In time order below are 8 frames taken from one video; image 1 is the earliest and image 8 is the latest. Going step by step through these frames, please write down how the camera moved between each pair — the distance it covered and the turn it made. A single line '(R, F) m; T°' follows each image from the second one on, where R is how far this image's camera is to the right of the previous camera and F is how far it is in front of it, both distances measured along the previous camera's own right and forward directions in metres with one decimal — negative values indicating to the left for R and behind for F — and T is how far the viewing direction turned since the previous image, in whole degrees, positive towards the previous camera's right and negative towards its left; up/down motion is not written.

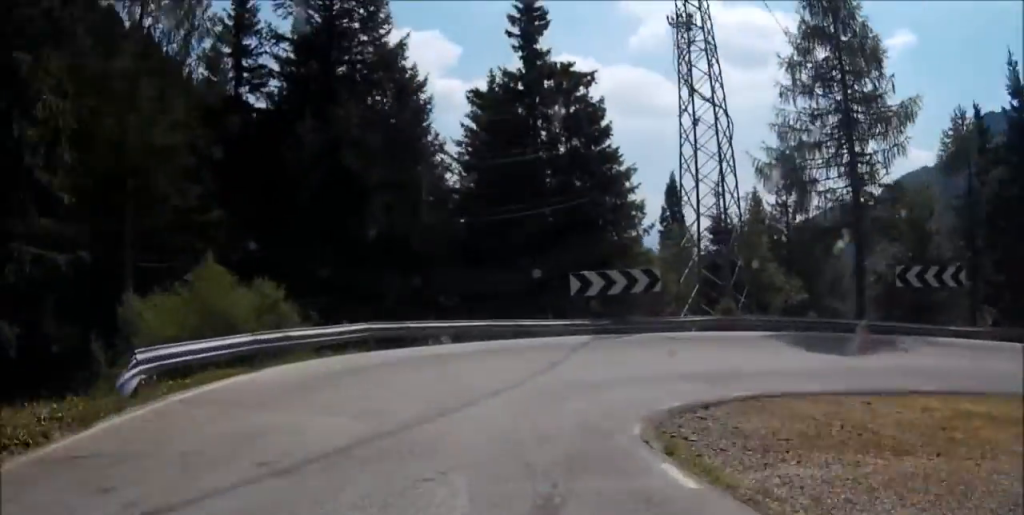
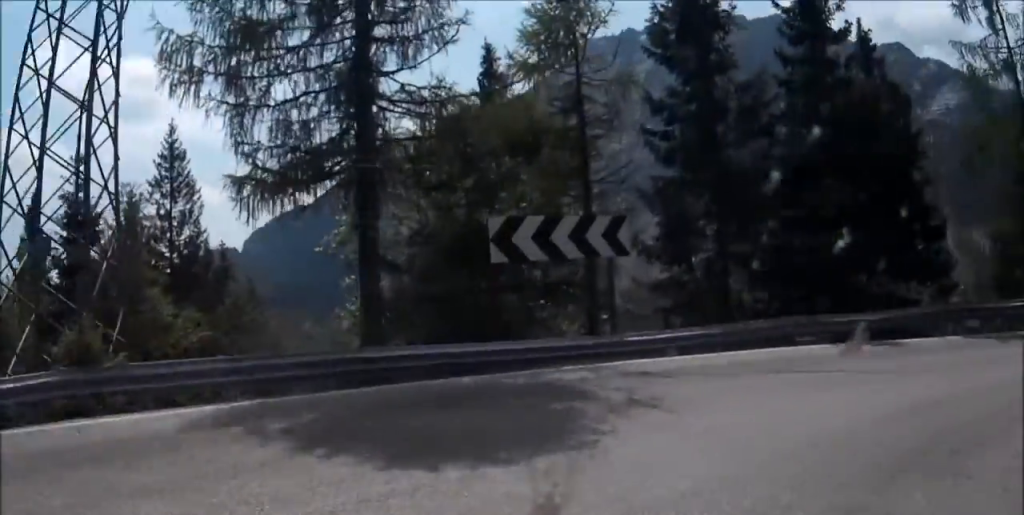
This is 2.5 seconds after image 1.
(+4.5, +8.1) m; +86°
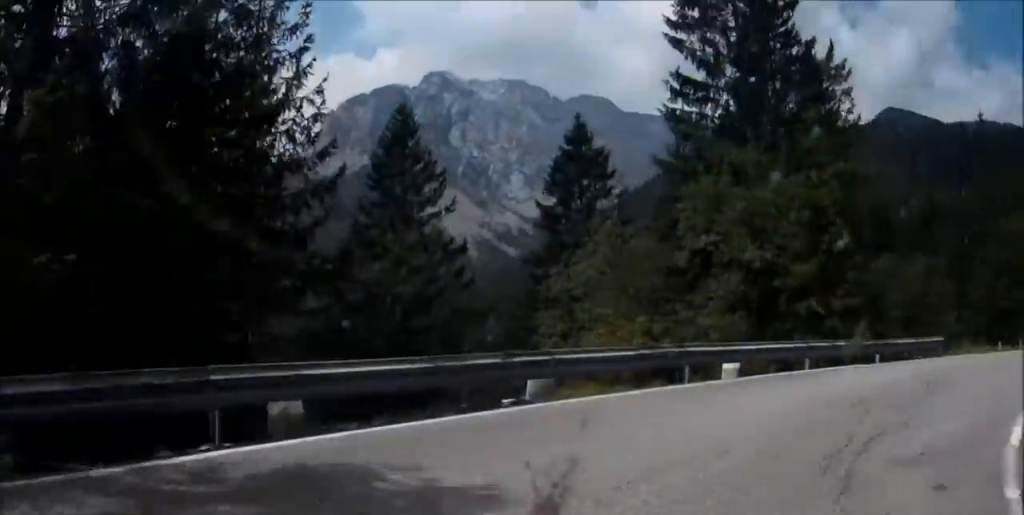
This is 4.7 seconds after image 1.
(+8.7, +8.2) m; +63°
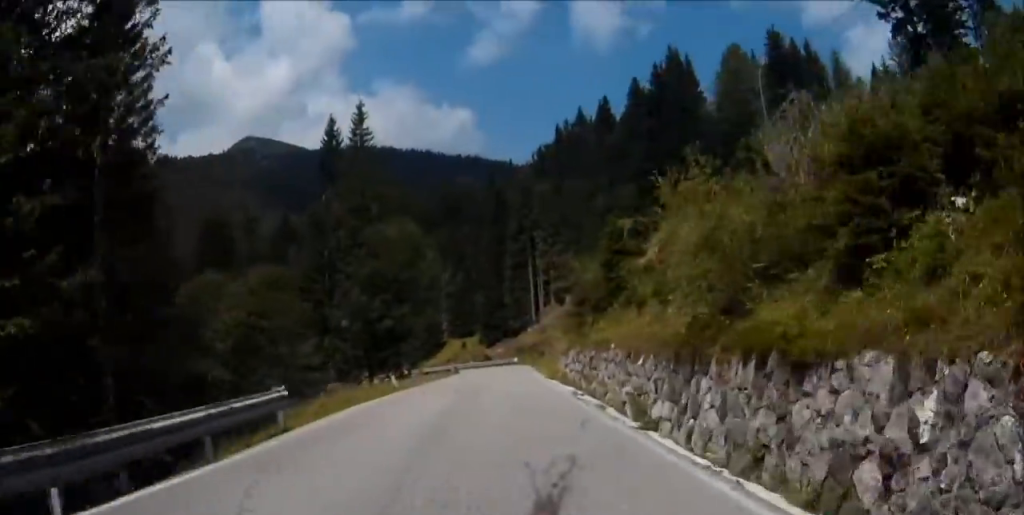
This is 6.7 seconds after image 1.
(+3.1, +13.6) m; +14°
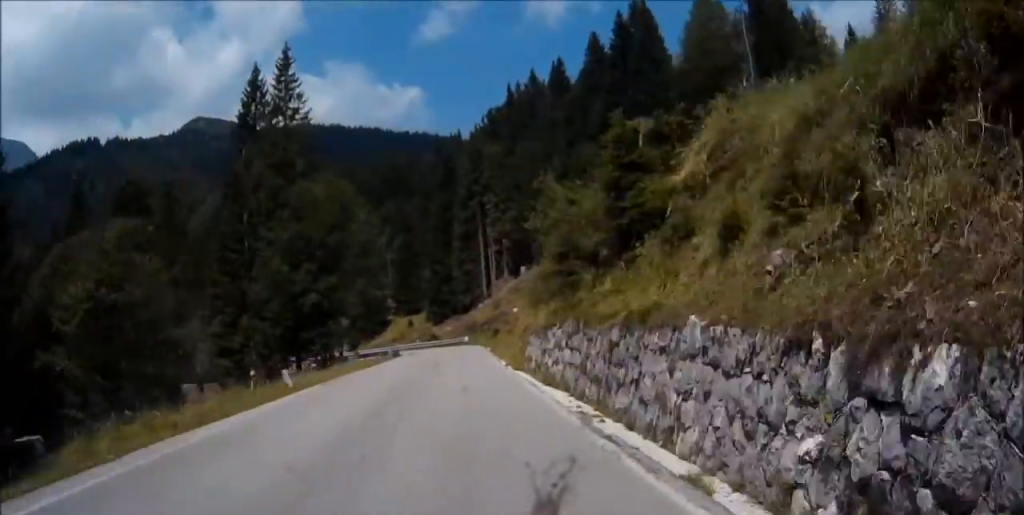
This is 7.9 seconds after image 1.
(+0.3, +8.6) m; +2°
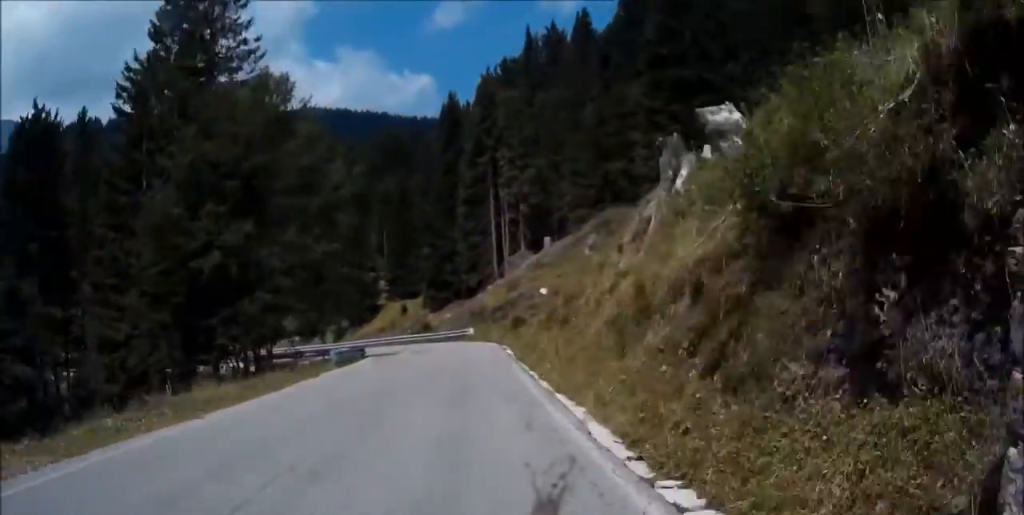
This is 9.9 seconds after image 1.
(0.0, +16.1) m; 0°
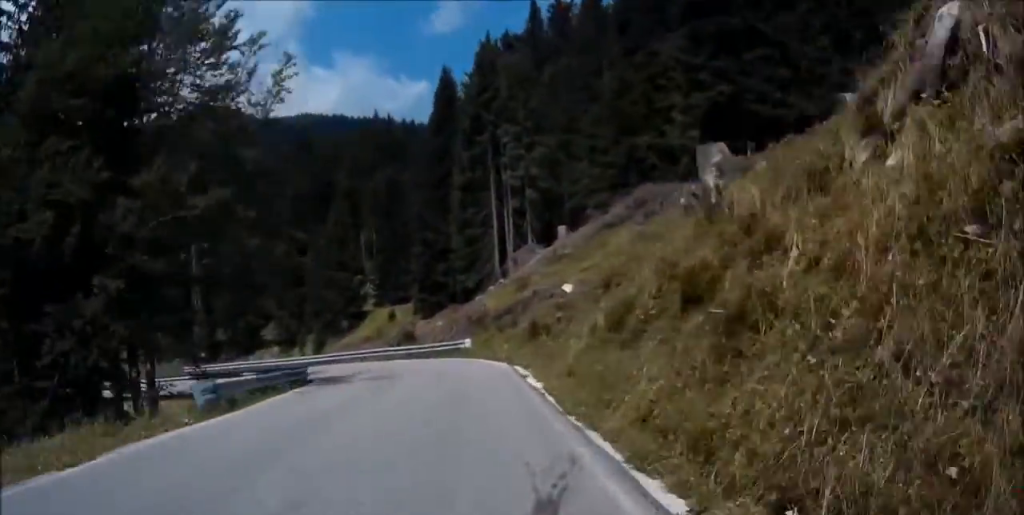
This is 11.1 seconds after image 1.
(0.0, +10.0) m; 0°
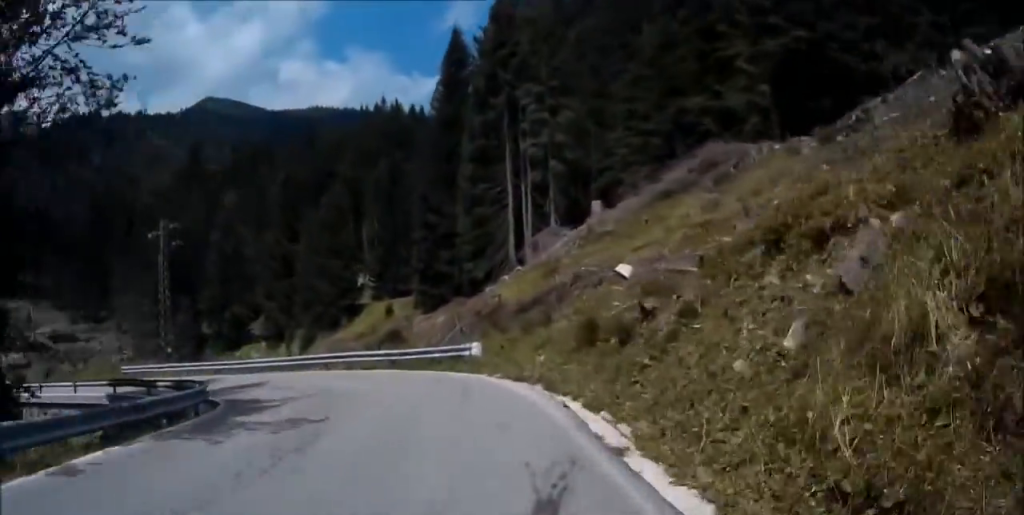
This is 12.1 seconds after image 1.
(0.0, +9.0) m; -5°
